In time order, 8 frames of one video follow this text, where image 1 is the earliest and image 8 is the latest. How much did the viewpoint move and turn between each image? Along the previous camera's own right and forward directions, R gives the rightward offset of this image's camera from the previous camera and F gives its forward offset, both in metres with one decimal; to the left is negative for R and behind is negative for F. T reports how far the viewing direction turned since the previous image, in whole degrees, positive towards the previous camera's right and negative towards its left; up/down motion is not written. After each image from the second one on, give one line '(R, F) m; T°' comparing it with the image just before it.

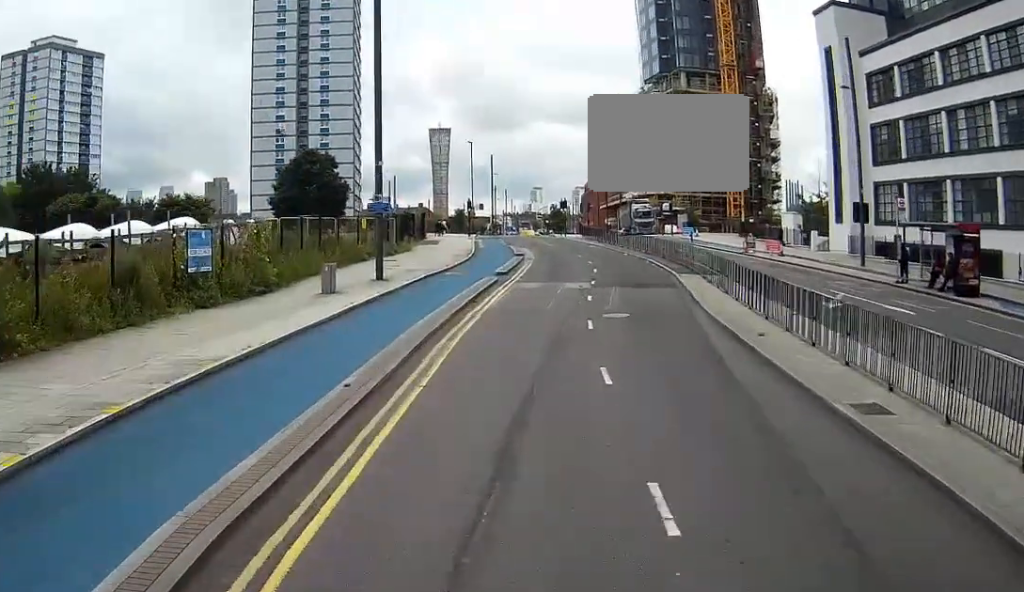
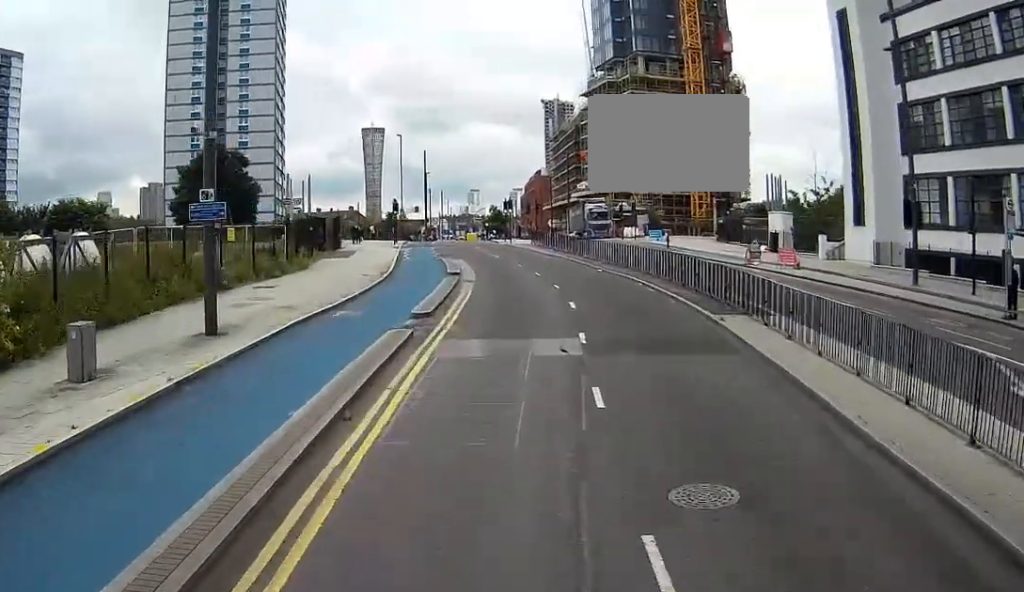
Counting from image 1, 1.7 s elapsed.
(-0.5, +10.0) m; -2°
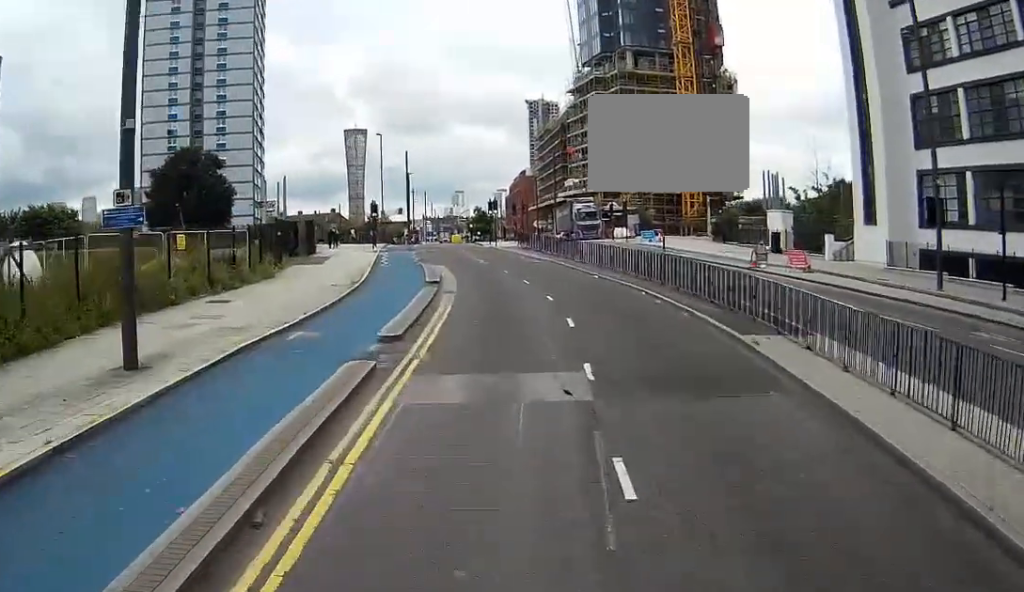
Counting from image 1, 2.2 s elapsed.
(+0.1, +3.2) m; +1°
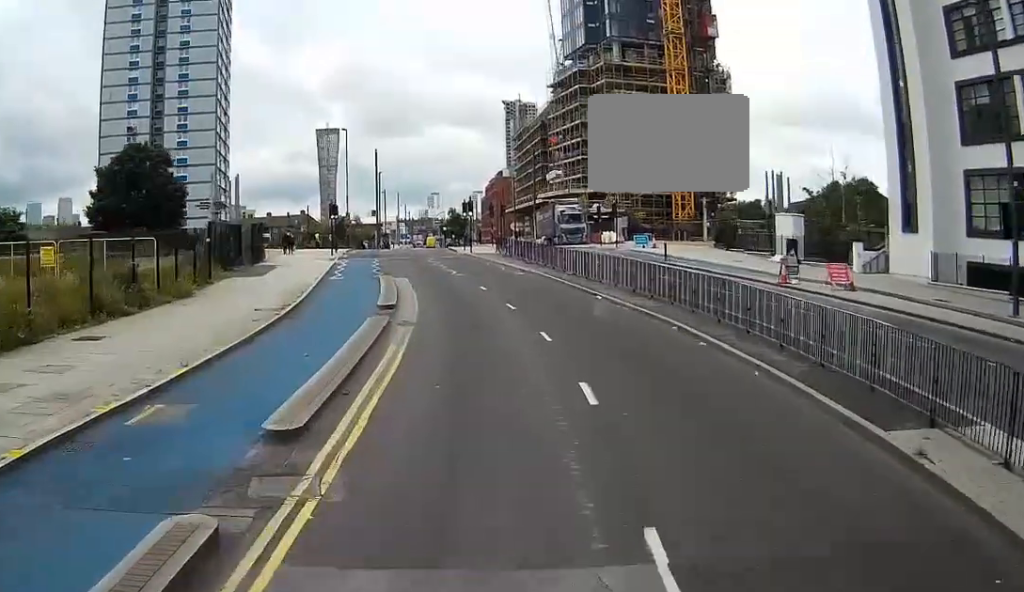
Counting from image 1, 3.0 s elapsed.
(+0.2, +6.4) m; +1°
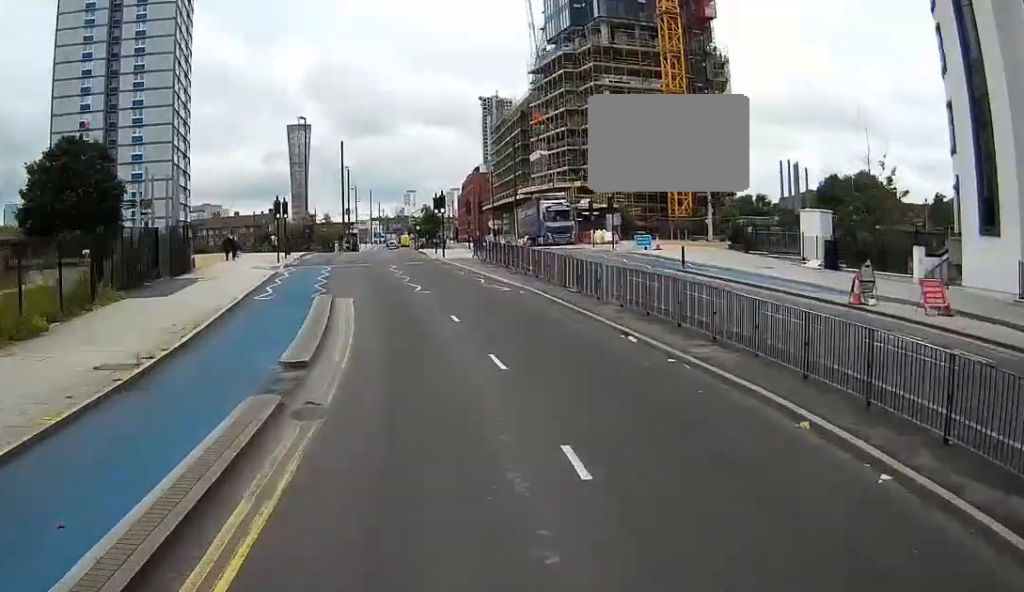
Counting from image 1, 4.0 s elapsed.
(-0.1, +8.2) m; -2°
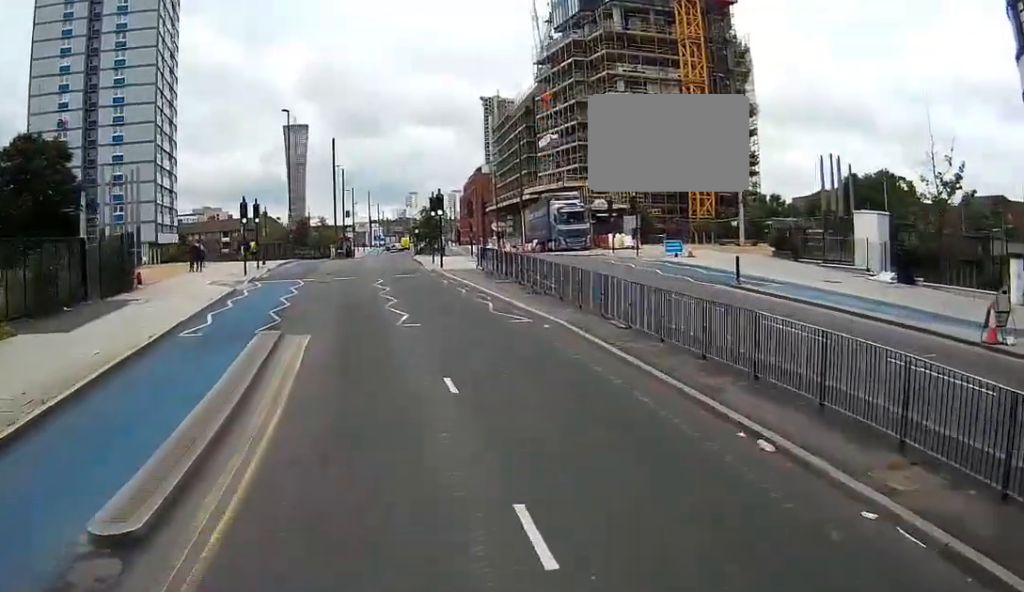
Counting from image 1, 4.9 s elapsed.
(-0.1, +7.8) m; -1°
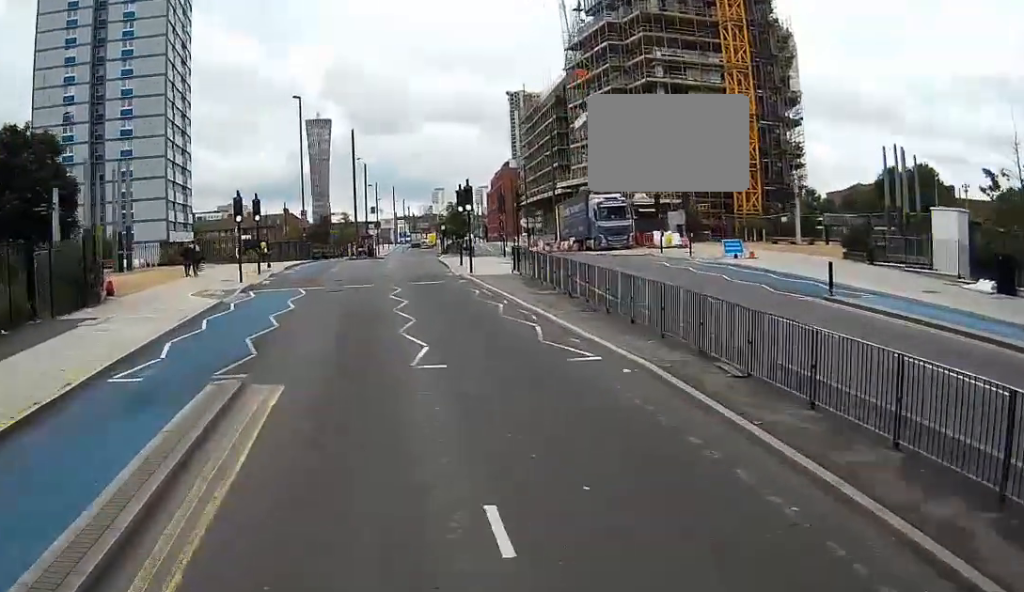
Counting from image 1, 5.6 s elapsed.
(0.0, +6.9) m; 0°
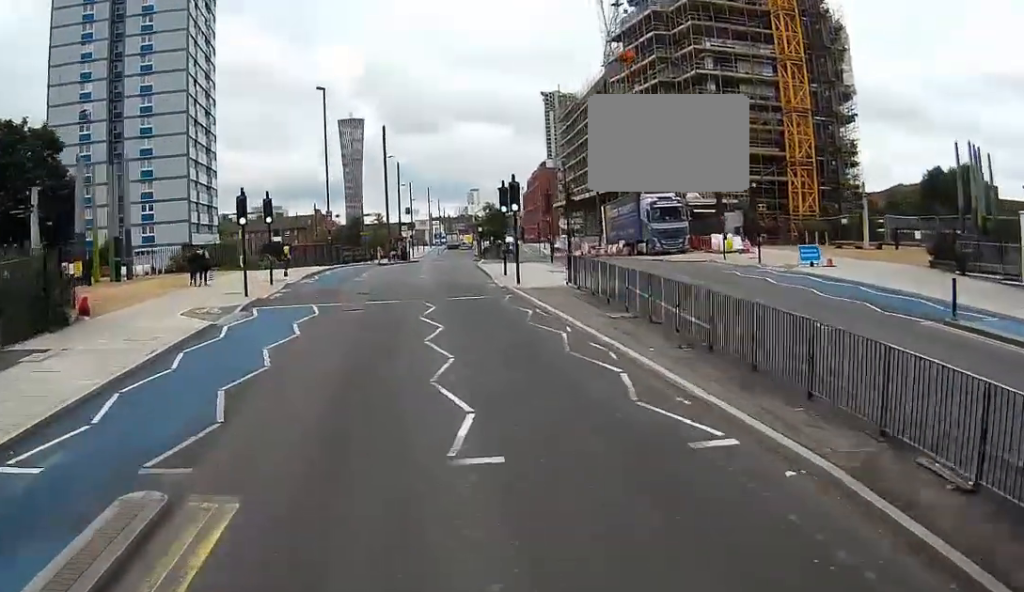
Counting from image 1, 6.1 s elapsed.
(0.0, +5.9) m; 0°
